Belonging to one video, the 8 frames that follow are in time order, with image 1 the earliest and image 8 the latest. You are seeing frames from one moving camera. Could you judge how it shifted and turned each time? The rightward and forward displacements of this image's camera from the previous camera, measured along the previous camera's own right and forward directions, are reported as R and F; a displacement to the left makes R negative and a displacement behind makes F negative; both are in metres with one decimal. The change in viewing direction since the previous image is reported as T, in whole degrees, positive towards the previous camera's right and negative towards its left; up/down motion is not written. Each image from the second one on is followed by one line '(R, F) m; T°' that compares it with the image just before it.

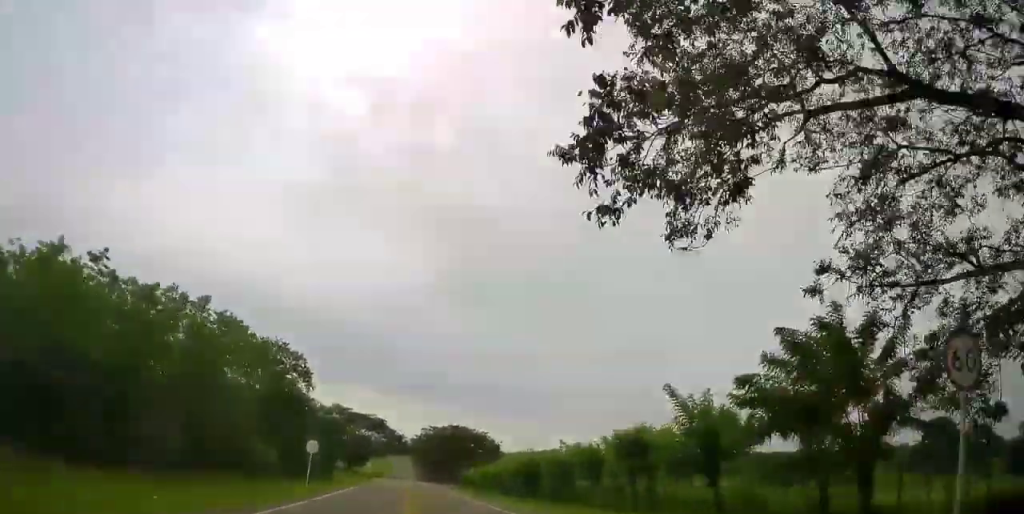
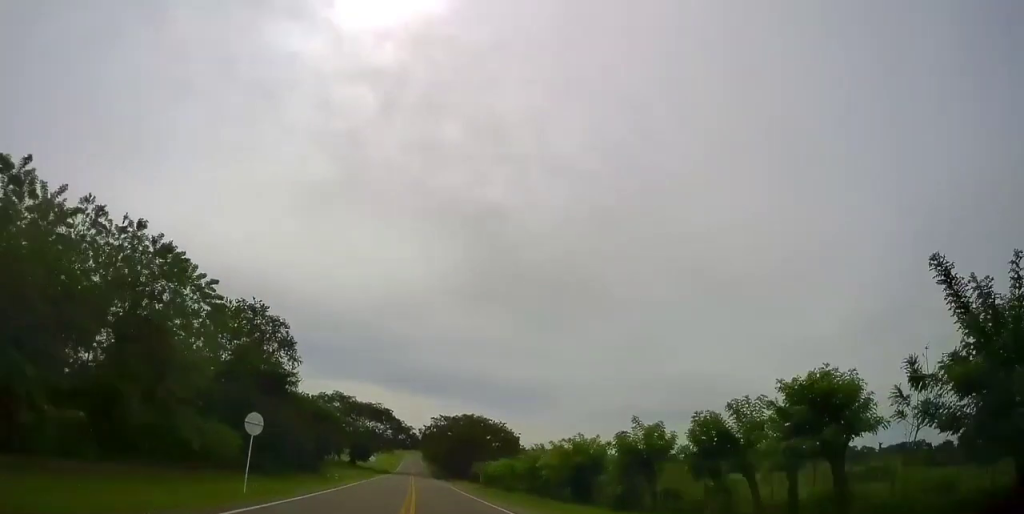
(-0.2, +12.1) m; -1°
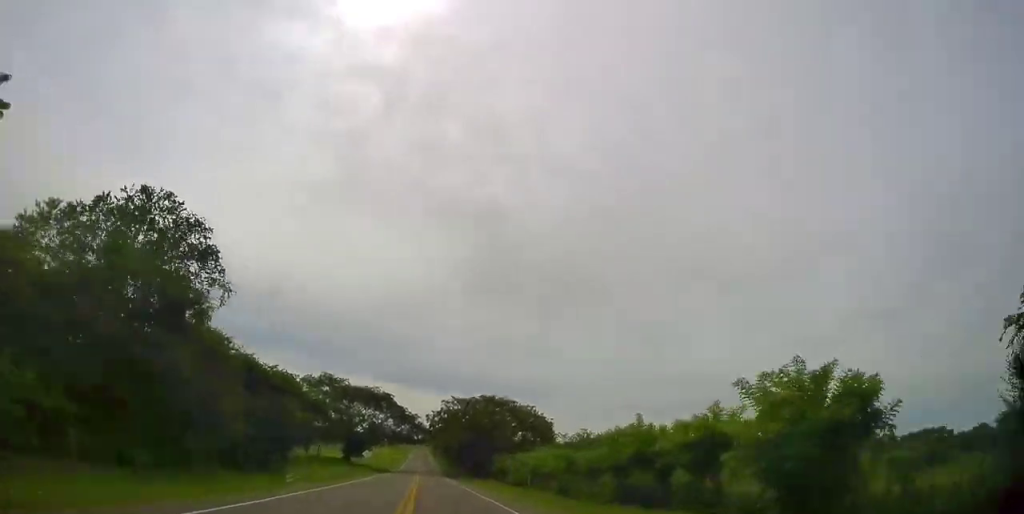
(-0.4, +20.6) m; -2°
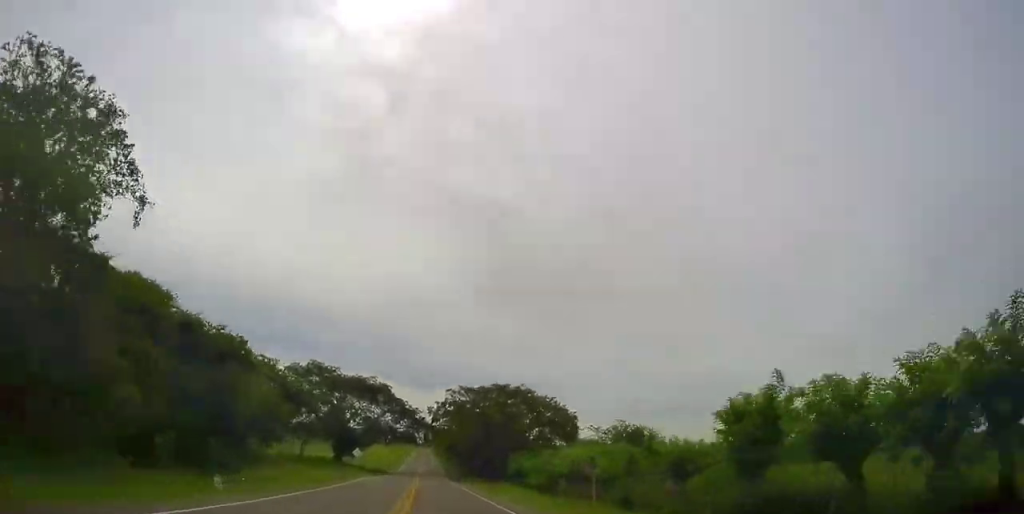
(-0.2, +11.3) m; 0°
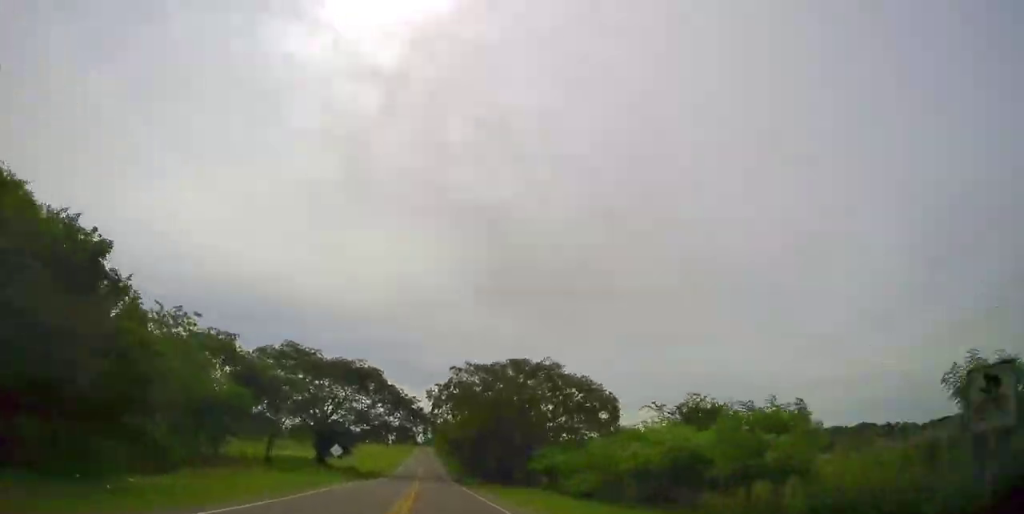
(+0.1, +14.2) m; 0°
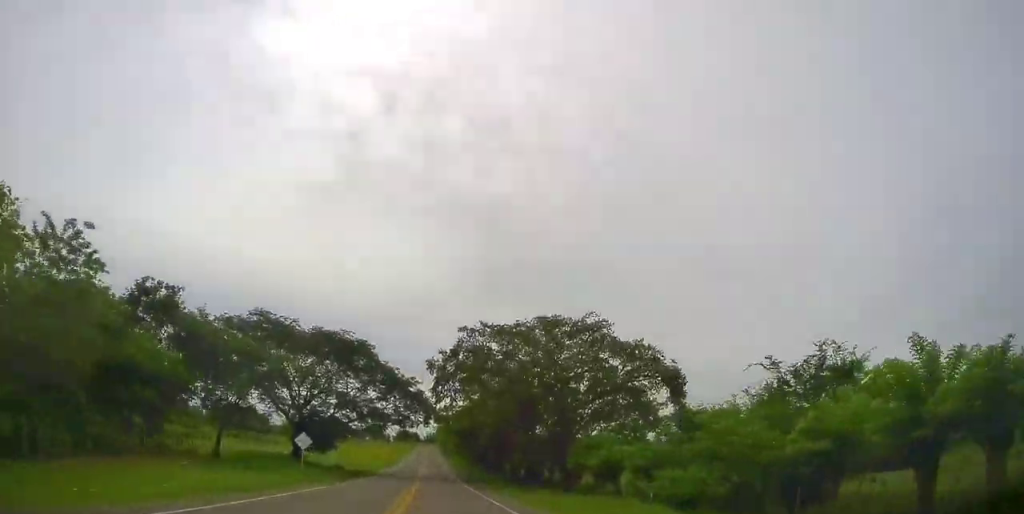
(+0.2, +13.3) m; 0°
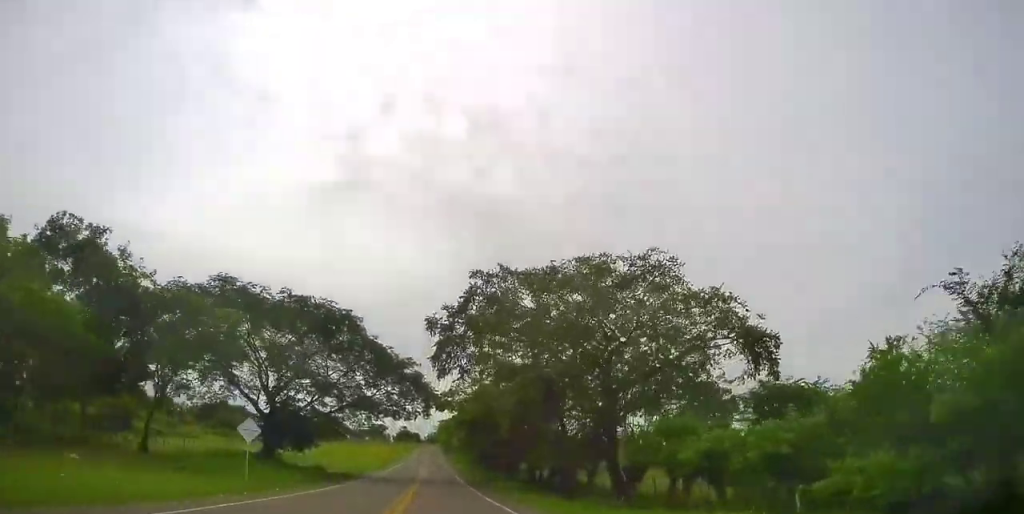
(-0.2, +10.5) m; -1°
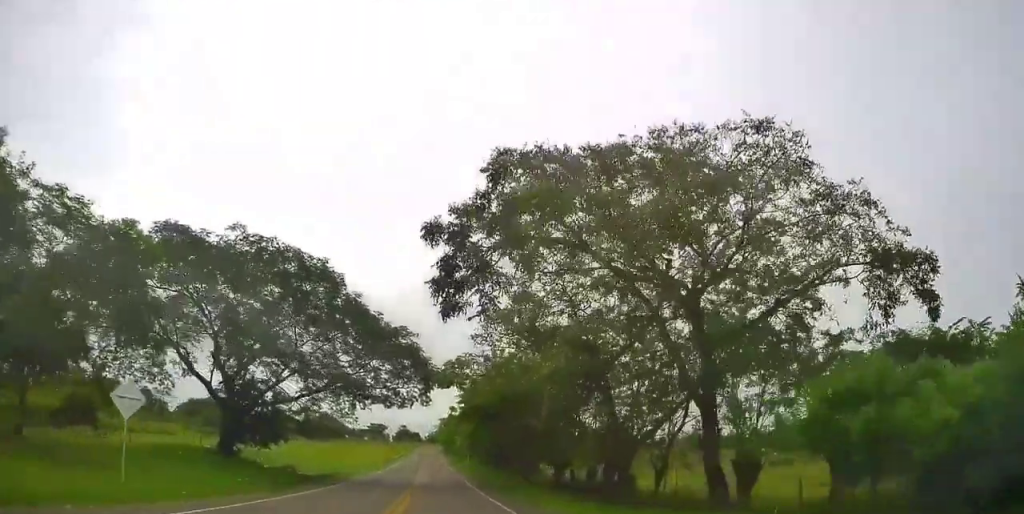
(-0.1, +10.5) m; -1°
